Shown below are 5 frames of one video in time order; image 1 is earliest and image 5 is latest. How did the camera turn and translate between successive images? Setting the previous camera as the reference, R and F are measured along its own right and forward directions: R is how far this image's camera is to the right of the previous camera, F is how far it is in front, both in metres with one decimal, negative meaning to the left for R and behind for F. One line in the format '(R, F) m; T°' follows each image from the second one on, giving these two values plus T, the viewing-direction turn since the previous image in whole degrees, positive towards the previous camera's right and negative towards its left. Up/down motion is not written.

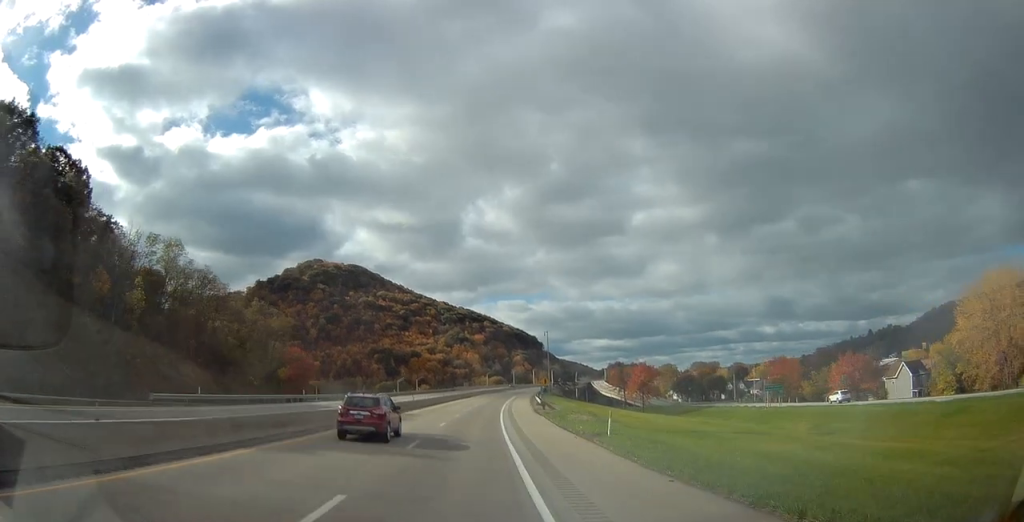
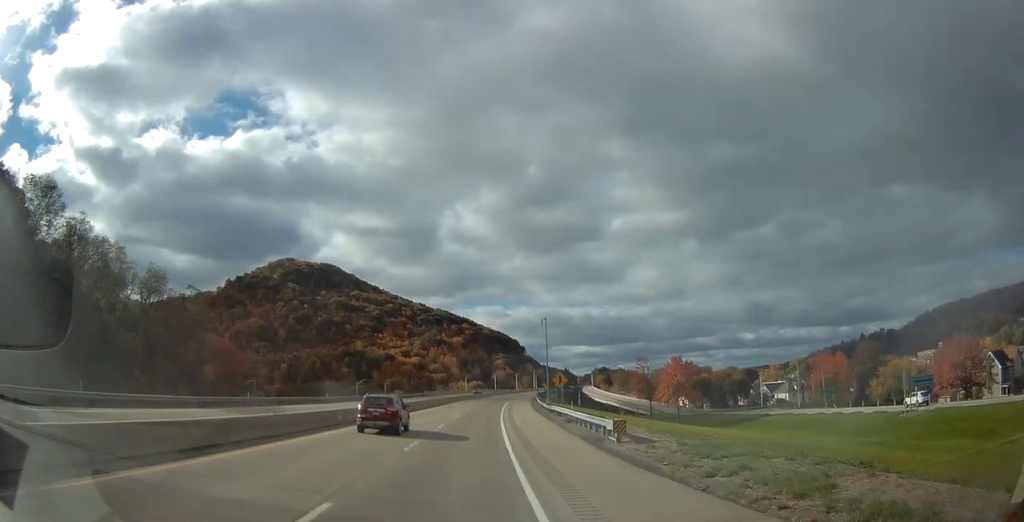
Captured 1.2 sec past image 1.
(+0.5, +36.5) m; +2°
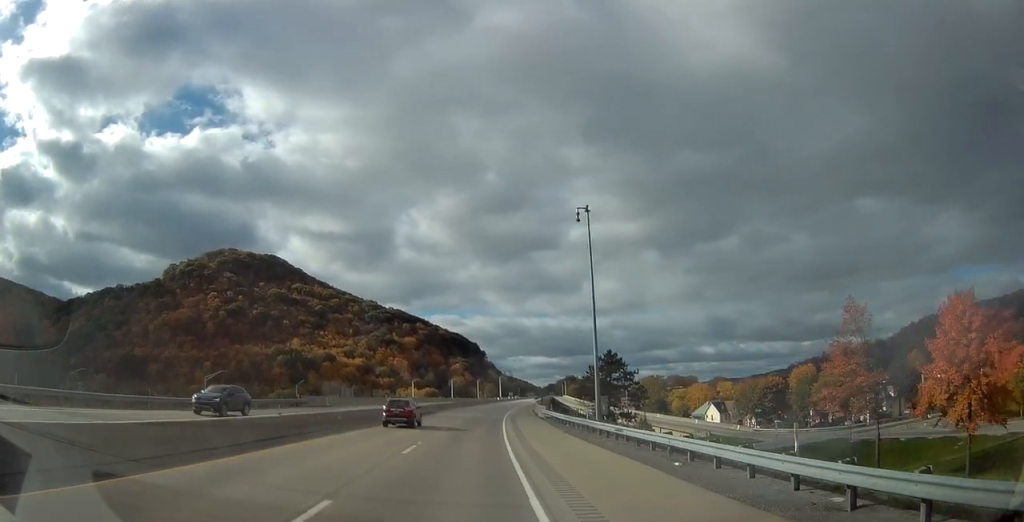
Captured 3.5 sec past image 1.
(+2.9, +72.4) m; +5°
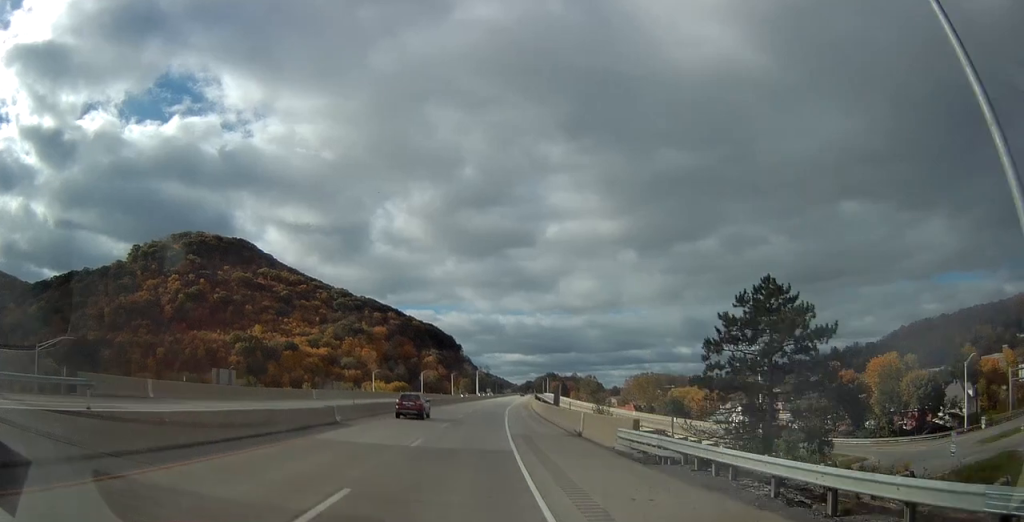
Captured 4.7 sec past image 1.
(+0.8, +36.2) m; +2°
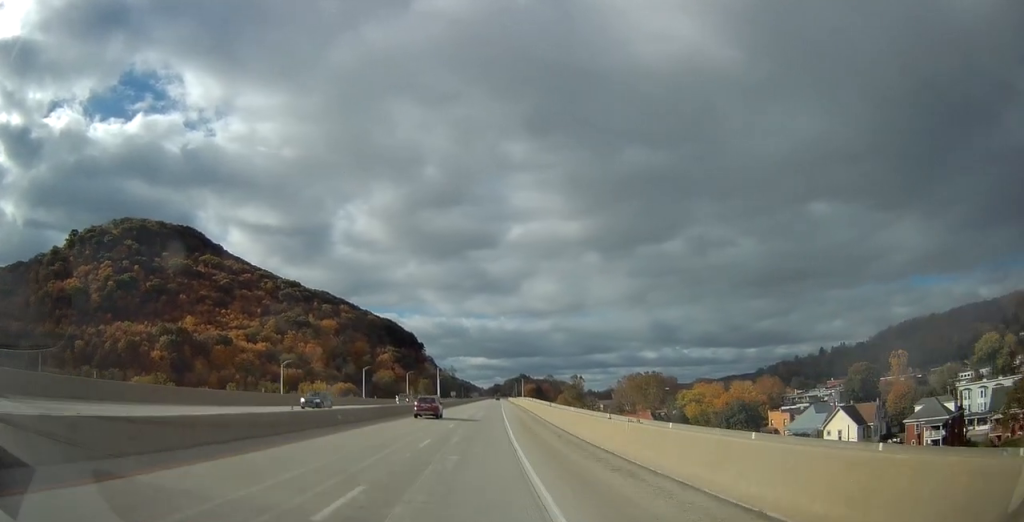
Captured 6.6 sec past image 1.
(+1.5, +58.6) m; +3°
